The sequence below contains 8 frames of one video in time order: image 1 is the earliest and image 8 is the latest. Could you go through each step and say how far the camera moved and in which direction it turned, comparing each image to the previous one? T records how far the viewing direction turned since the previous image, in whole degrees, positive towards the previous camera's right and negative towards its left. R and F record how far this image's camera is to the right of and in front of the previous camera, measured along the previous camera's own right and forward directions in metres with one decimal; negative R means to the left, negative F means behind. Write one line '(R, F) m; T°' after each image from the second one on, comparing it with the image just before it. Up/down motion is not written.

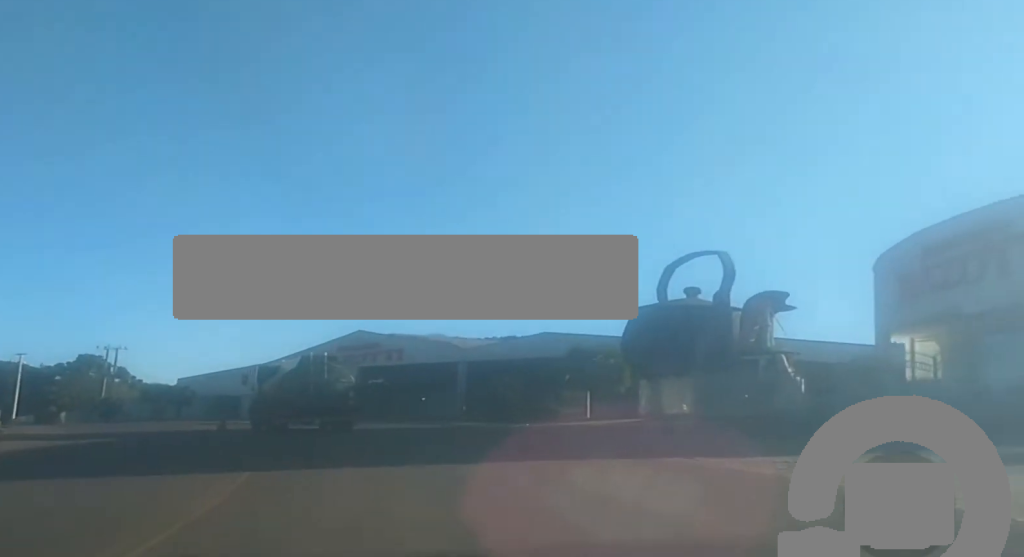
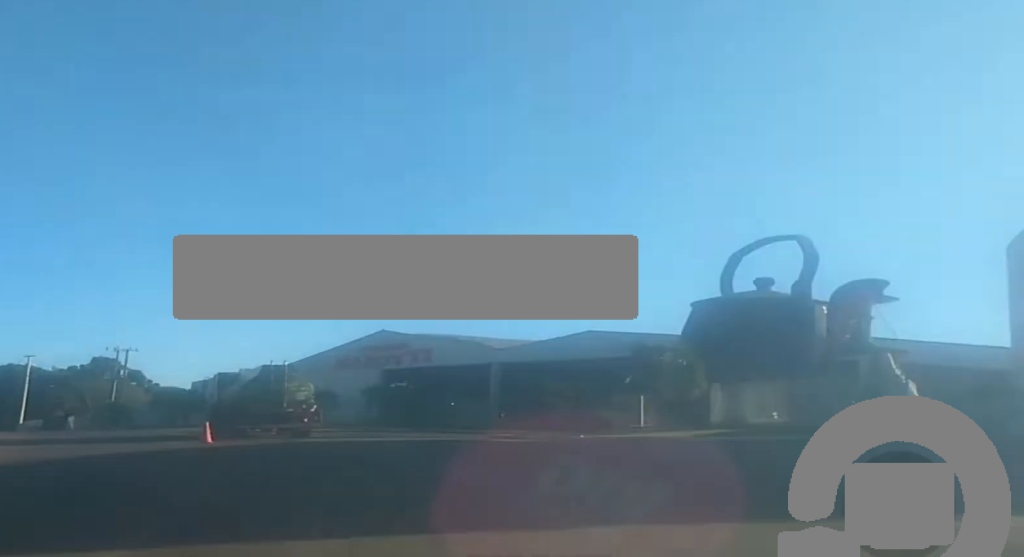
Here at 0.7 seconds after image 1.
(-0.2, +7.5) m; -1°
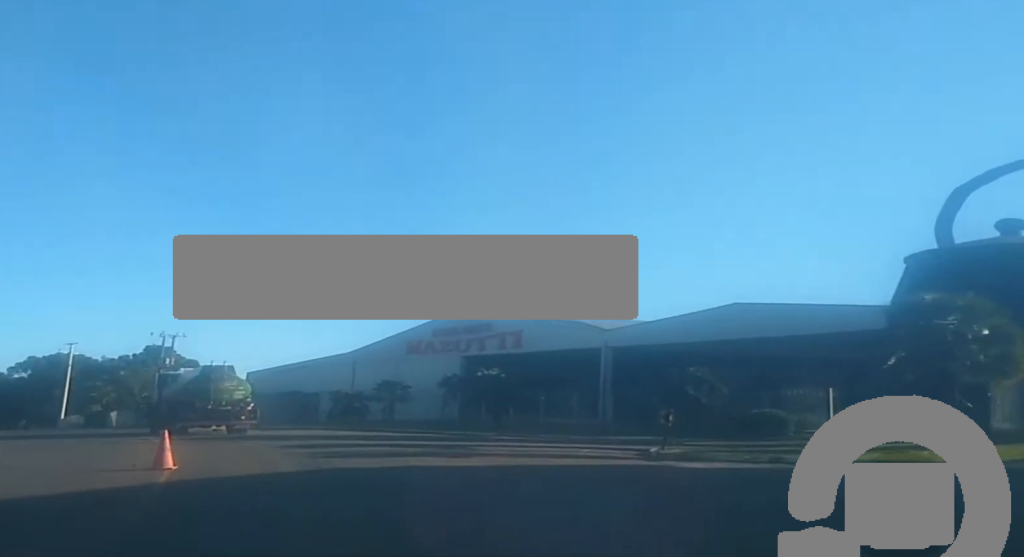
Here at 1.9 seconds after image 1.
(-0.2, +14.1) m; -4°
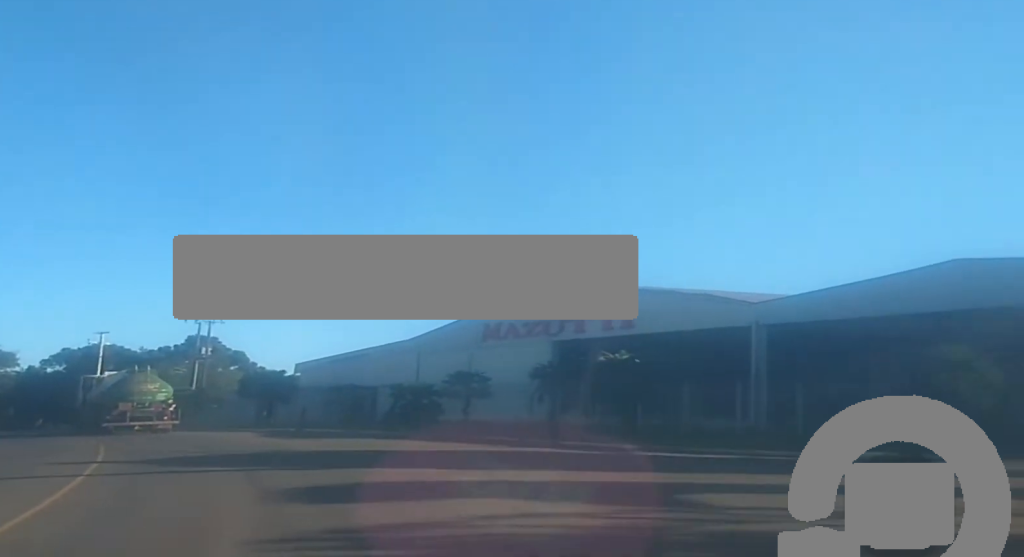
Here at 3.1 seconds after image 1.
(-0.8, +12.9) m; -5°
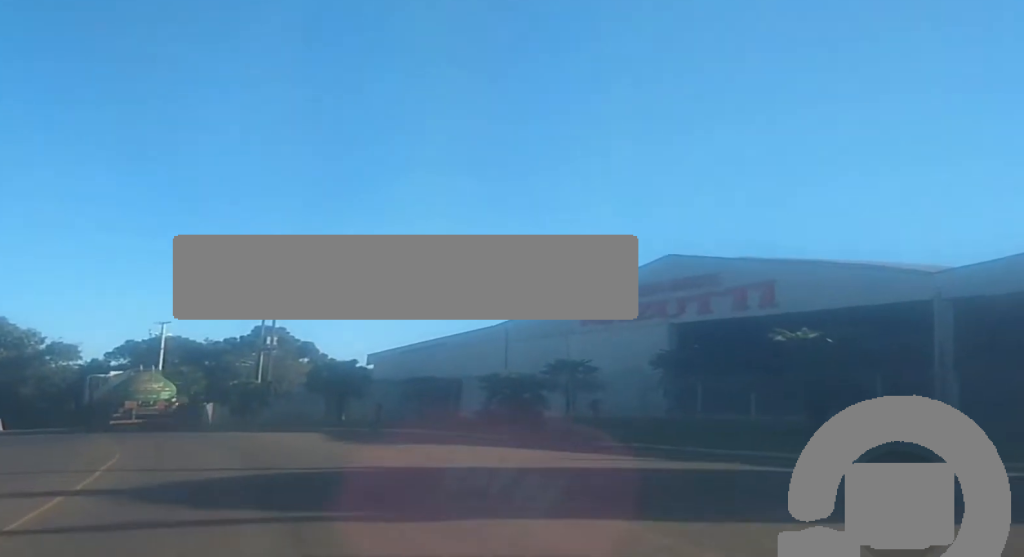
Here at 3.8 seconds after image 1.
(0.0, +7.4) m; -4°
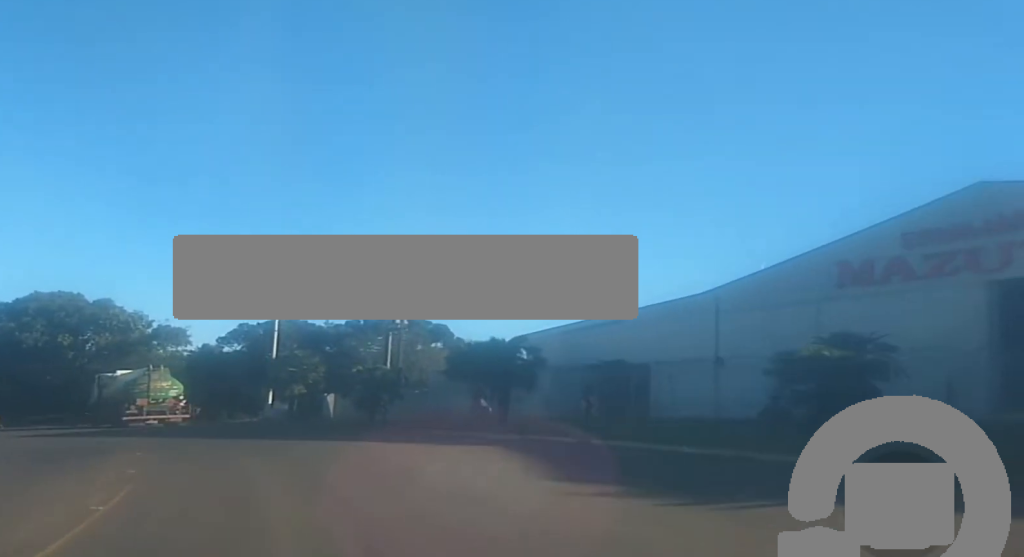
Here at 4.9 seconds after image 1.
(-1.0, +12.3) m; -8°
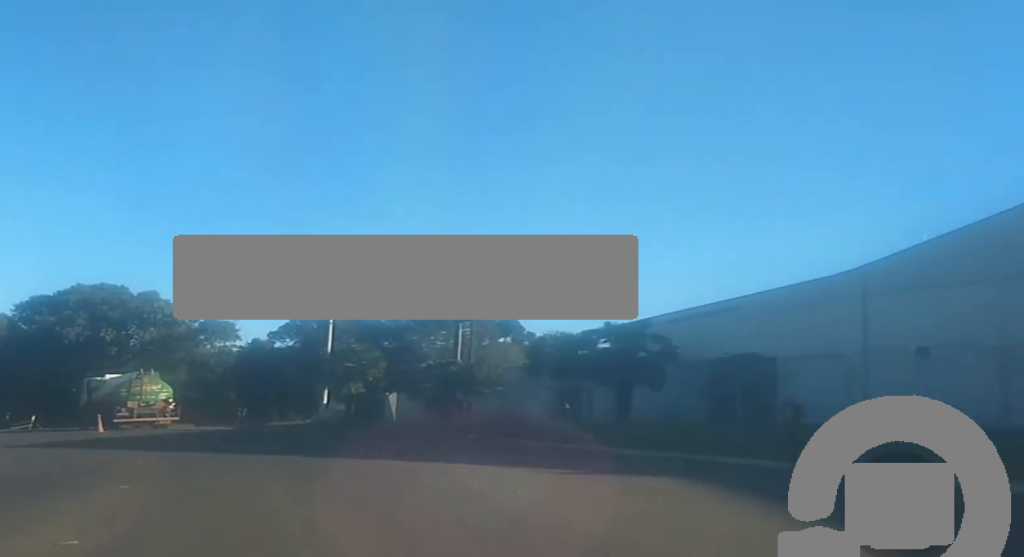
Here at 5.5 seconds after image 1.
(-0.3, +6.8) m; -3°
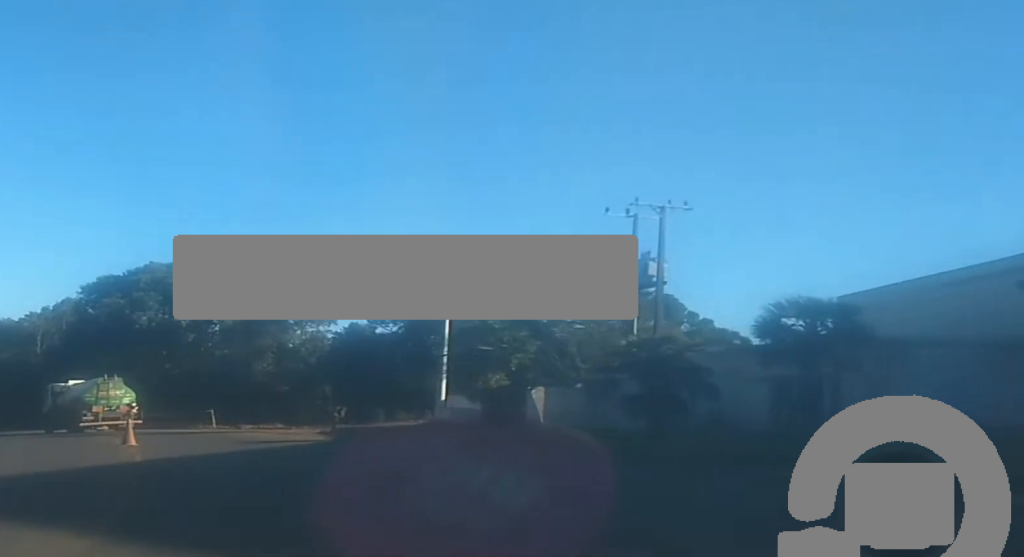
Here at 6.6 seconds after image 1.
(-0.4, +13.3) m; -4°
